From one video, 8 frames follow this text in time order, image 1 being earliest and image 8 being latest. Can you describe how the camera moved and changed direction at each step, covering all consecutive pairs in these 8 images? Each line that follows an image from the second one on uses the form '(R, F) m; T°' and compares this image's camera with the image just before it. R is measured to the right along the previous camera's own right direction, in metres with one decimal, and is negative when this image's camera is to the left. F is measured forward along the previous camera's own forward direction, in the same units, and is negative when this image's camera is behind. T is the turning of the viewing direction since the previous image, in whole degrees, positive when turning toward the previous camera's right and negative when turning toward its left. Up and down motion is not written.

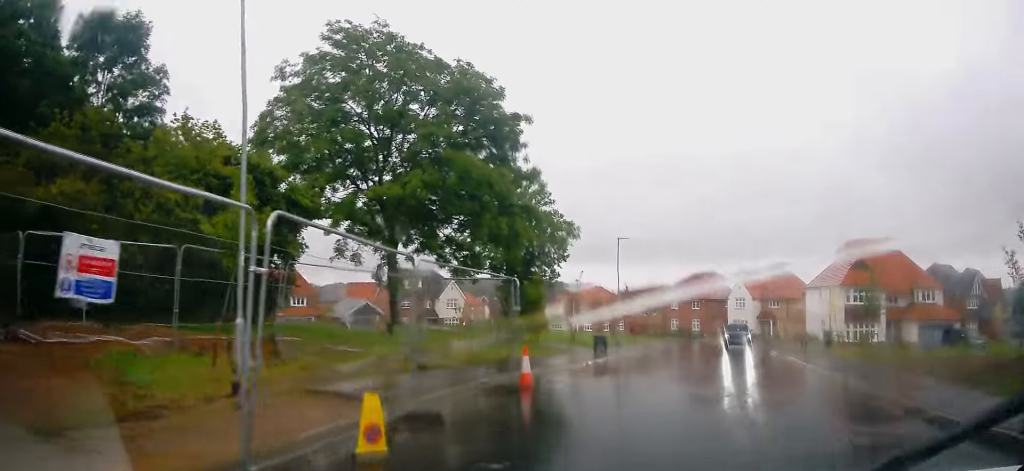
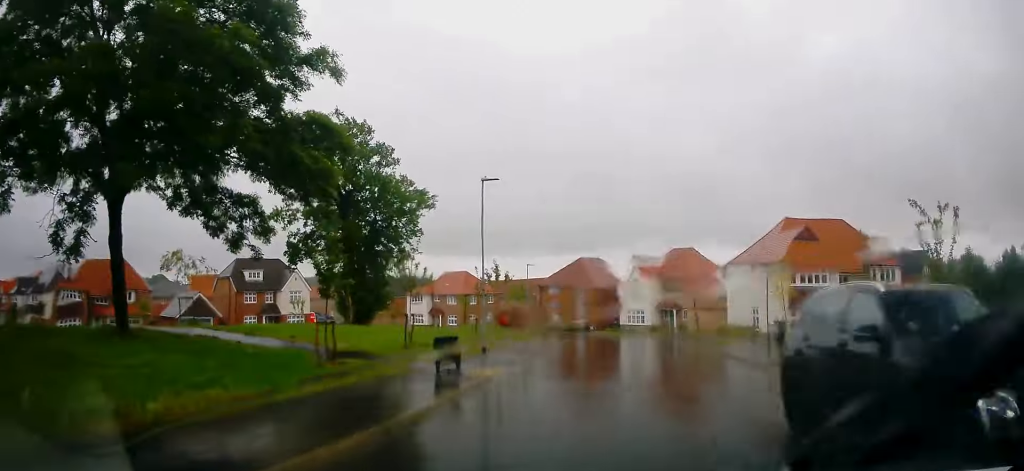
(+1.5, +12.0) m; +16°
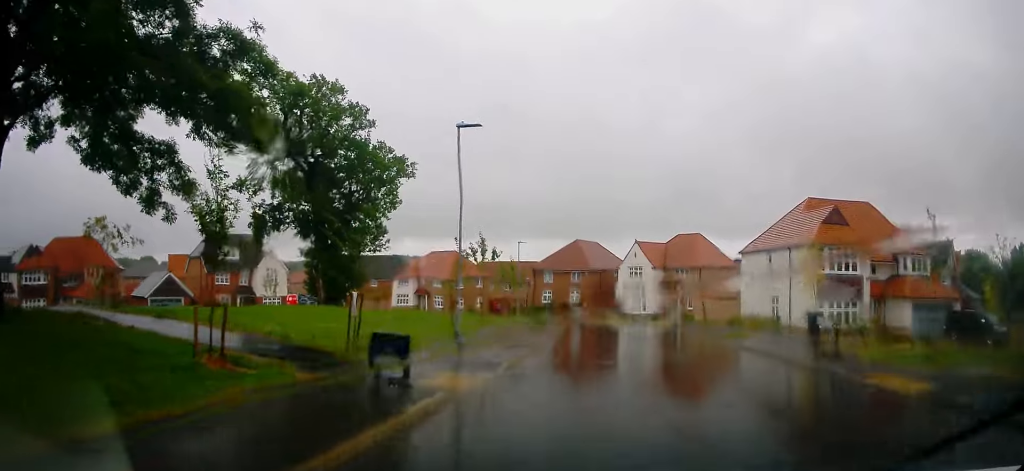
(+0.3, +5.1) m; +2°
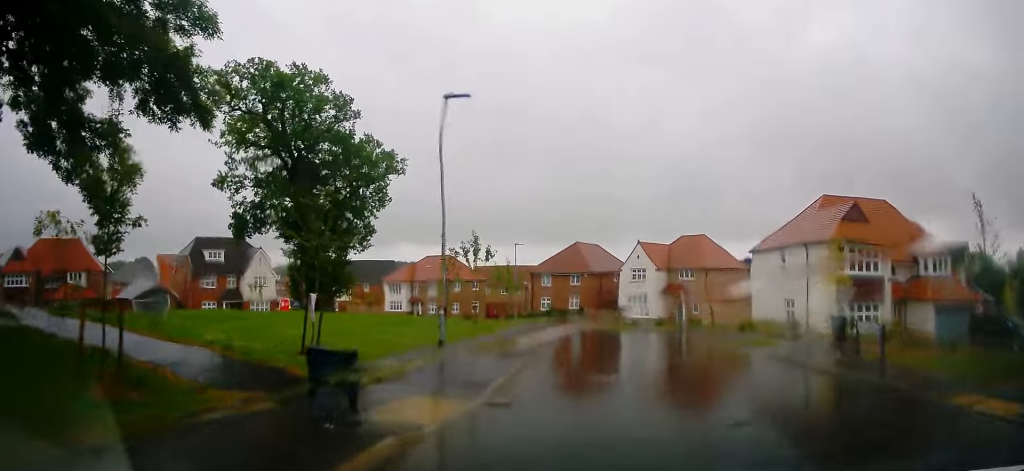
(0.0, +2.7) m; -1°
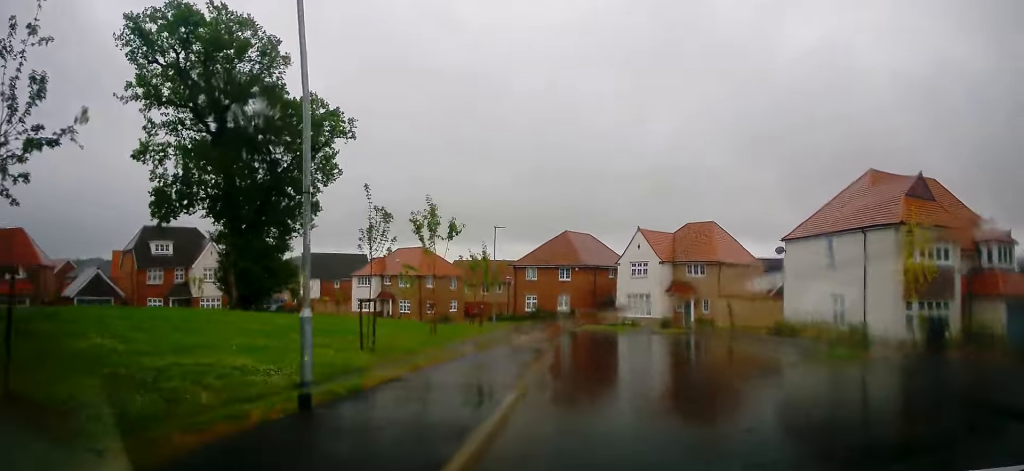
(-0.4, +7.8) m; -5°
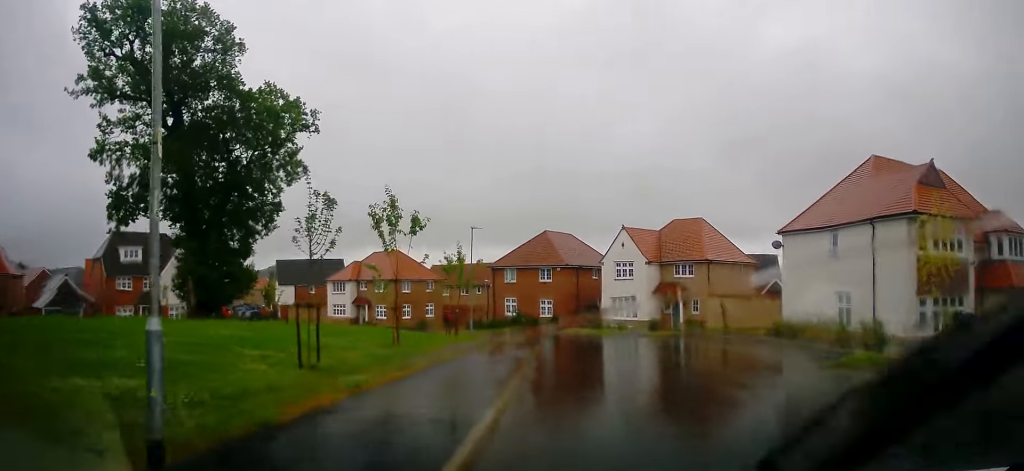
(-0.1, +2.3) m; +2°
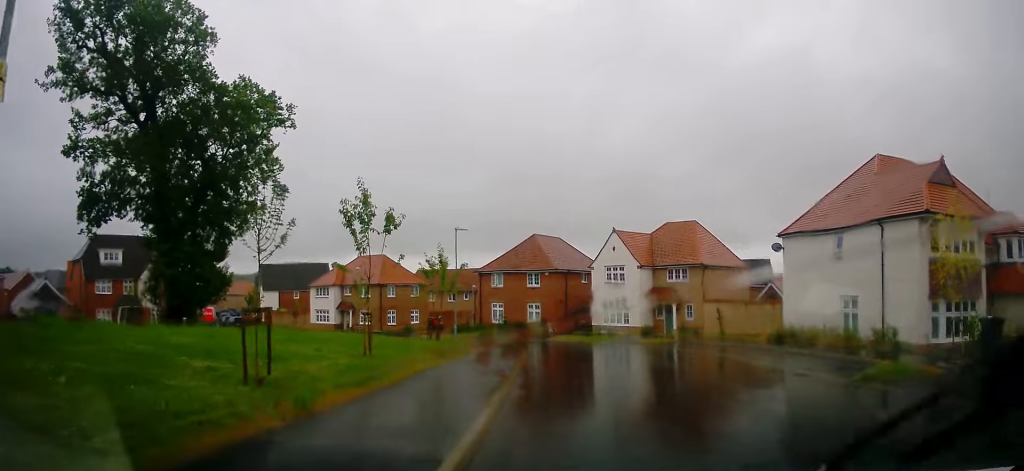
(0.0, +1.8) m; +2°
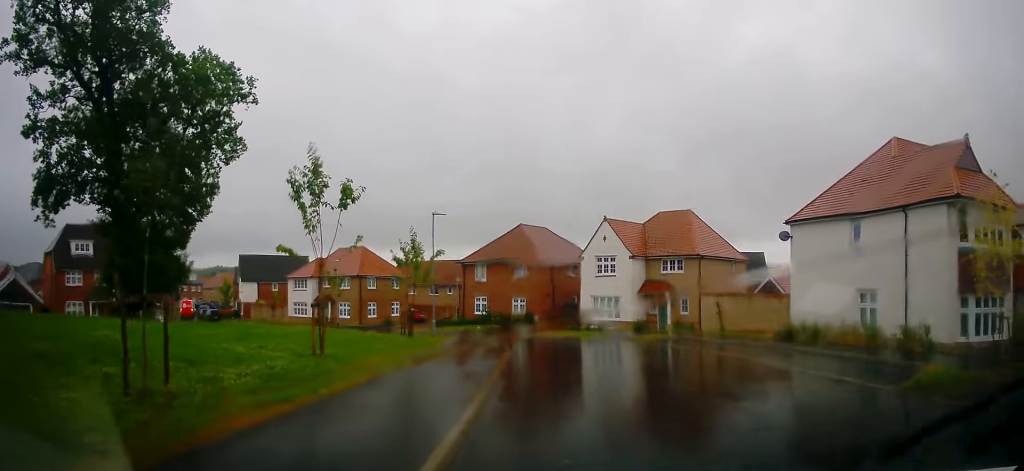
(+0.2, +2.6) m; +5°
